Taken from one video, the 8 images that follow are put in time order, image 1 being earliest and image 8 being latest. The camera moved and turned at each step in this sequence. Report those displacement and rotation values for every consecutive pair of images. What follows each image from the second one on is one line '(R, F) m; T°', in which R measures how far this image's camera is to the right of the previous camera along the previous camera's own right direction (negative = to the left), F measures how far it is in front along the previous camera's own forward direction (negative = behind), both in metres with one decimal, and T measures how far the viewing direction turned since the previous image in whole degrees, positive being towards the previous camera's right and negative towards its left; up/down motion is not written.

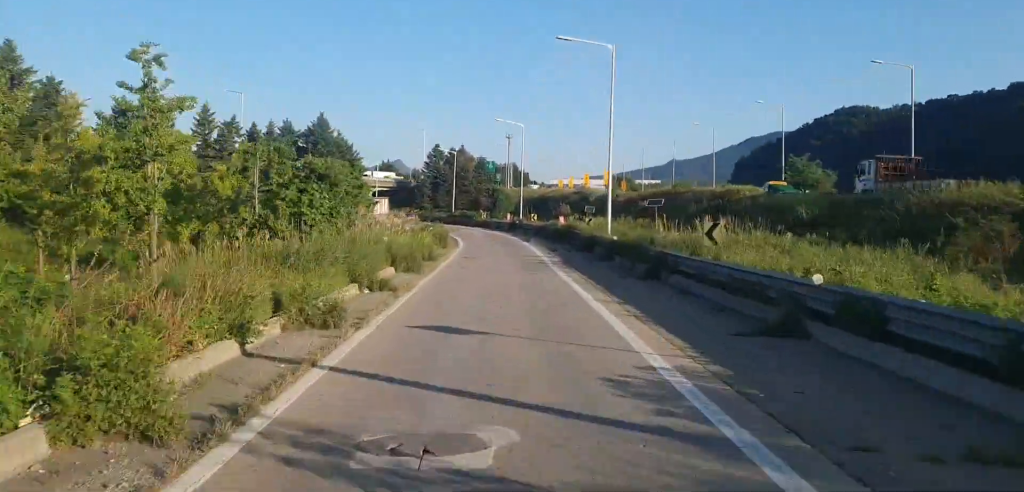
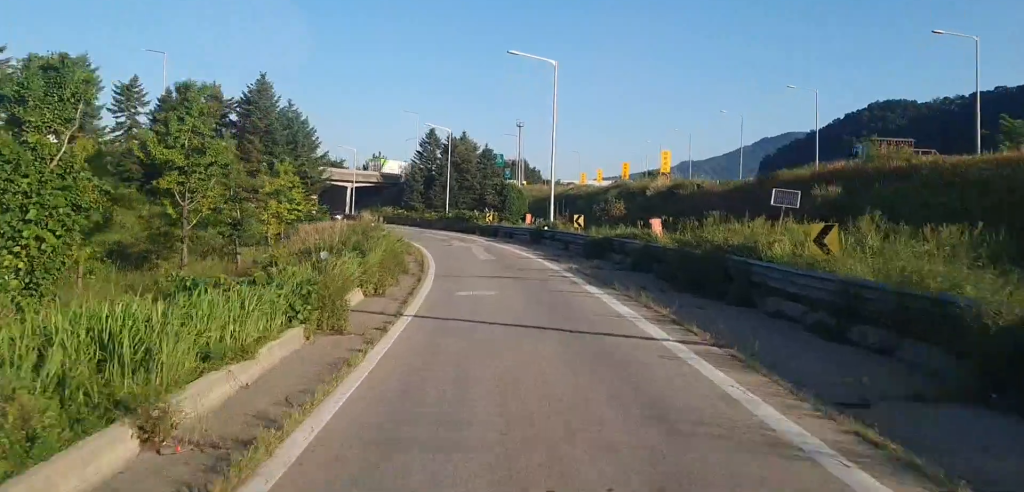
(+0.1, +30.1) m; -2°
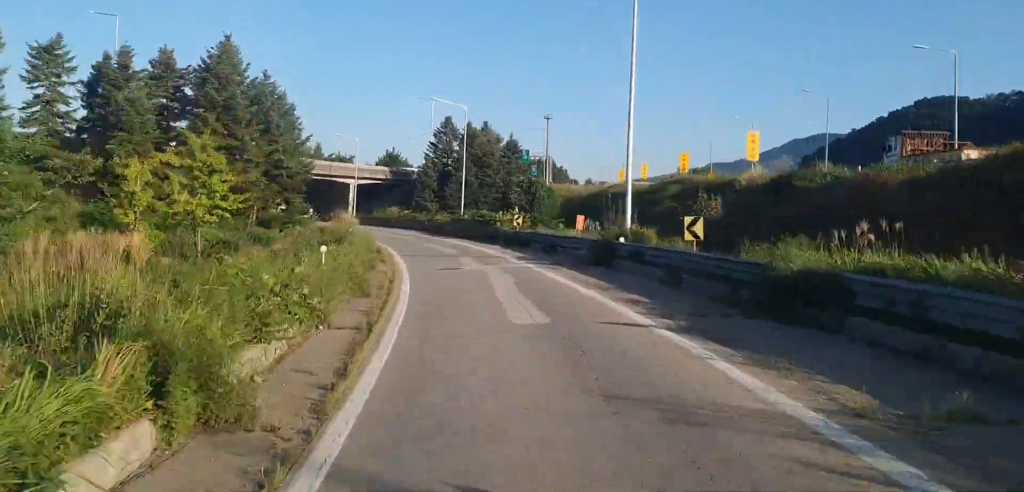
(-0.6, +17.3) m; -2°
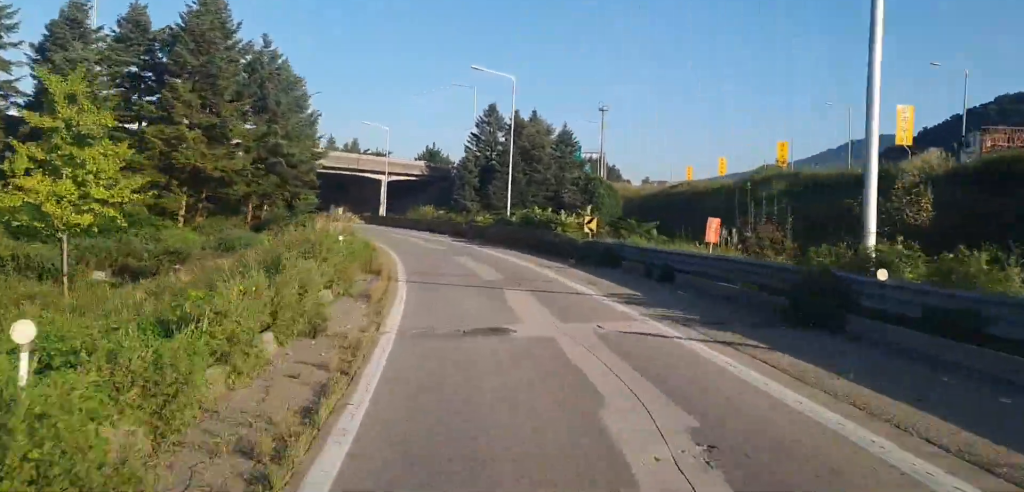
(-0.2, +13.3) m; -2°
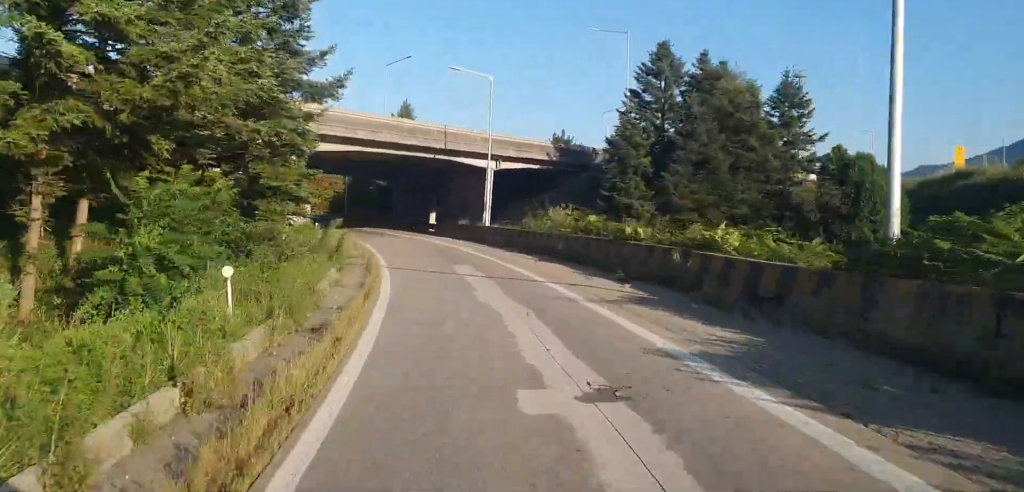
(-2.0, +34.3) m; -9°
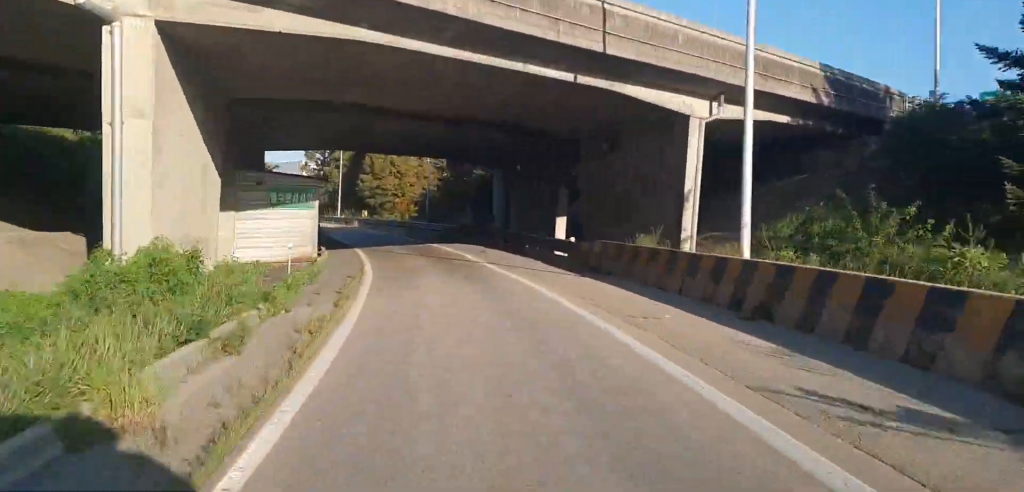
(-2.8, +31.8) m; -9°
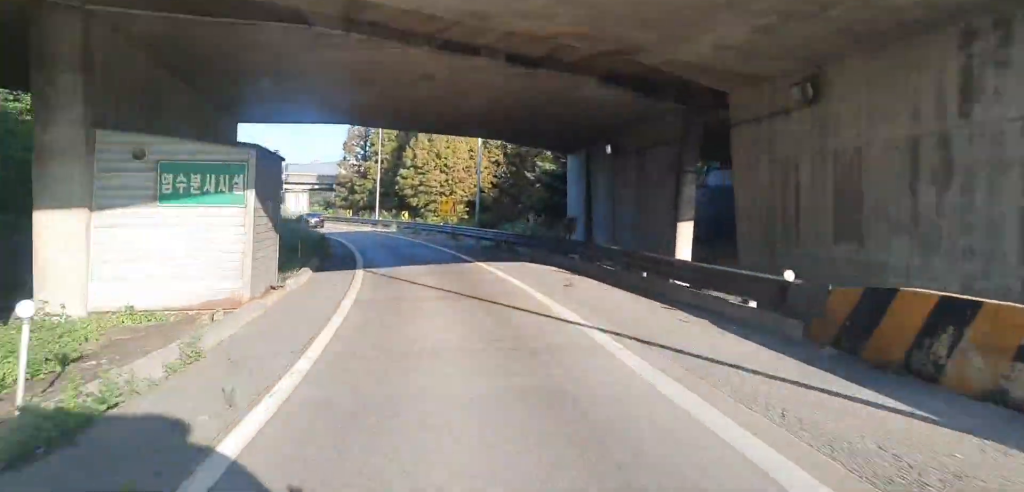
(-0.3, +14.6) m; -3°
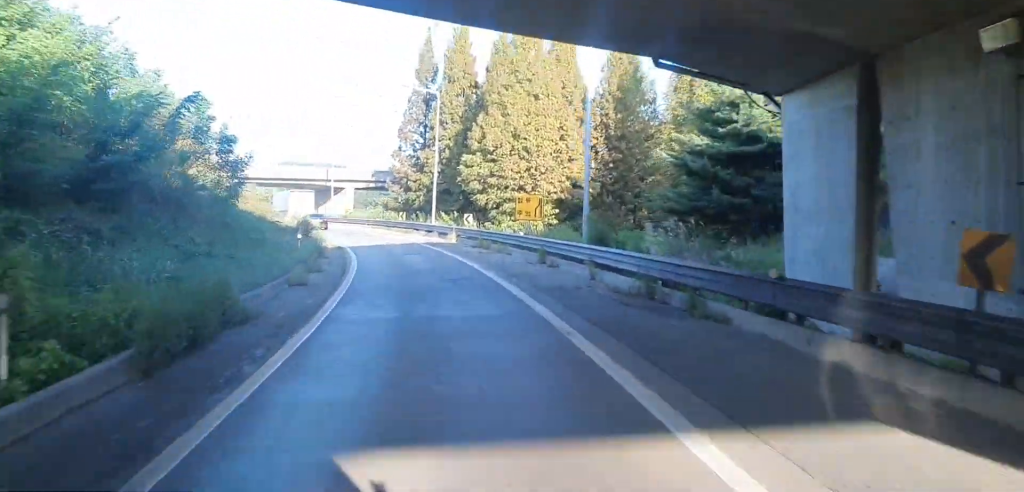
(-0.7, +20.3) m; -4°
